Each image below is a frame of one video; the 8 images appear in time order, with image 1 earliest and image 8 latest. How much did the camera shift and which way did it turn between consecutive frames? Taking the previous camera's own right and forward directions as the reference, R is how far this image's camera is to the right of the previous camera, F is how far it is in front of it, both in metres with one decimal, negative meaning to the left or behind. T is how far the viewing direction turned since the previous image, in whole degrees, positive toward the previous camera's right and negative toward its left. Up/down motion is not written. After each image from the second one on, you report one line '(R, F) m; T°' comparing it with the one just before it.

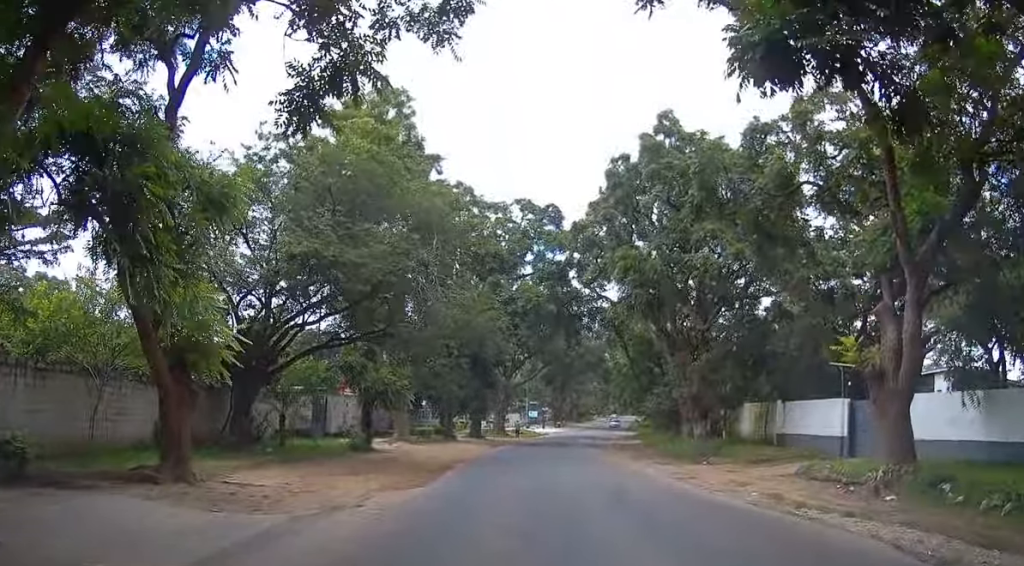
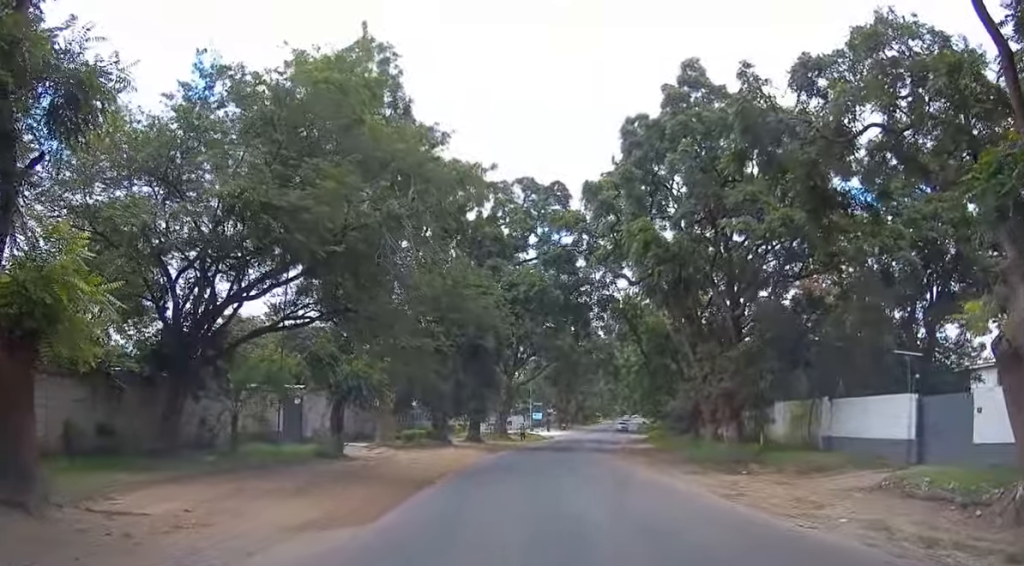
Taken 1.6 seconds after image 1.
(+0.1, +5.2) m; +1°
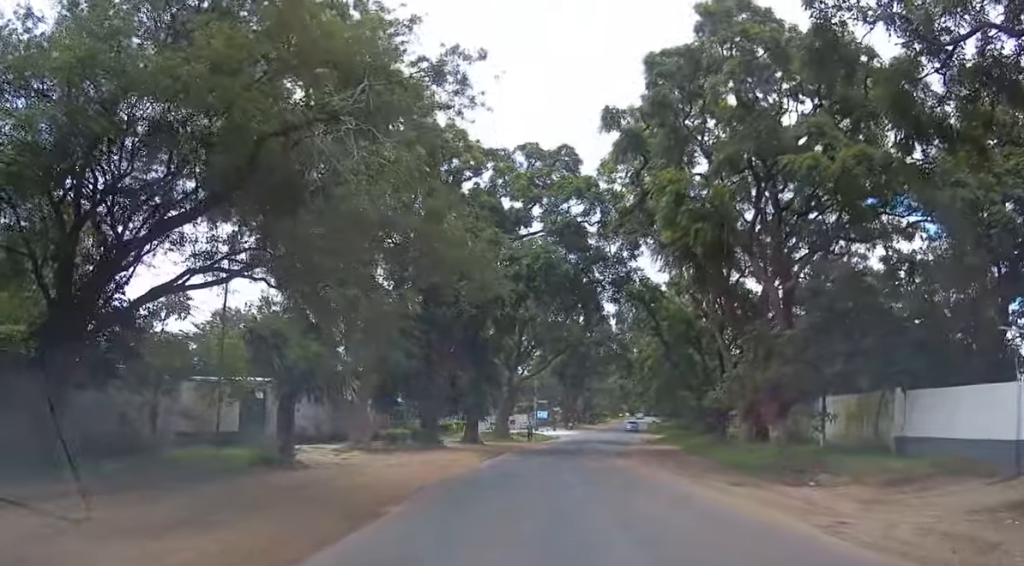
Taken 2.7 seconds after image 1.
(-0.1, +5.7) m; -1°
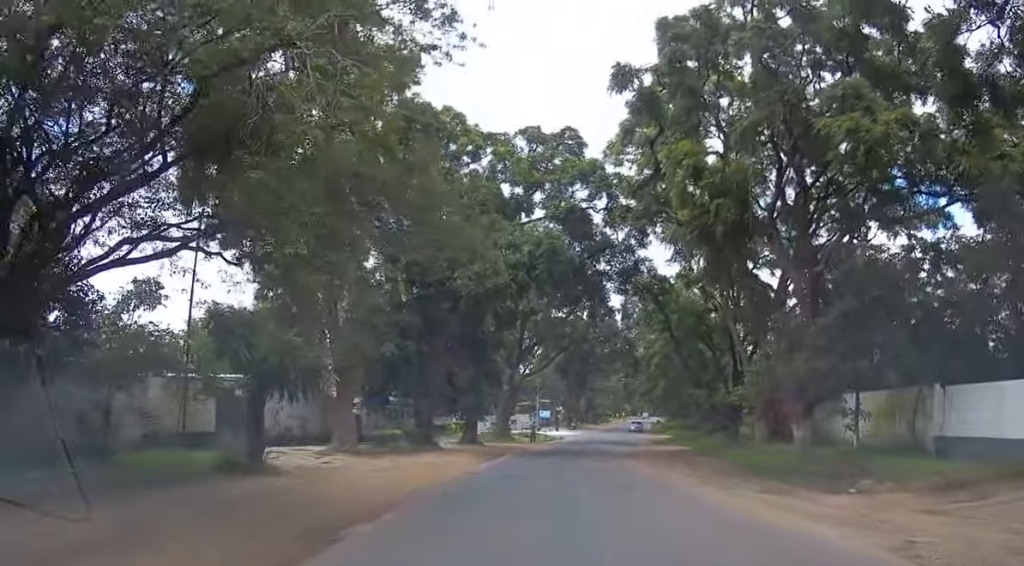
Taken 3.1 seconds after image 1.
(0.0, +2.4) m; -1°
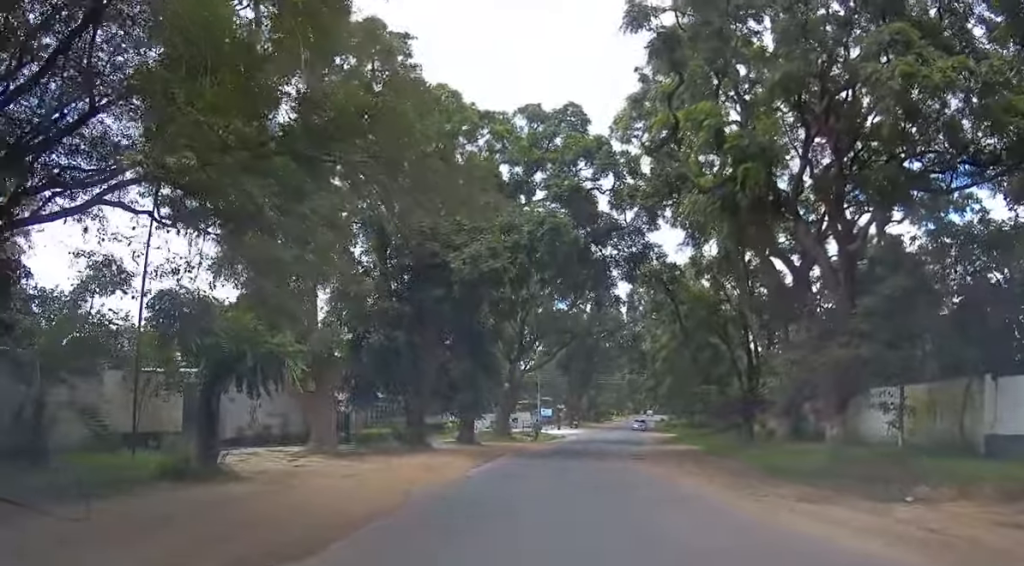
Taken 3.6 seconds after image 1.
(+0.1, +2.5) m; -1°
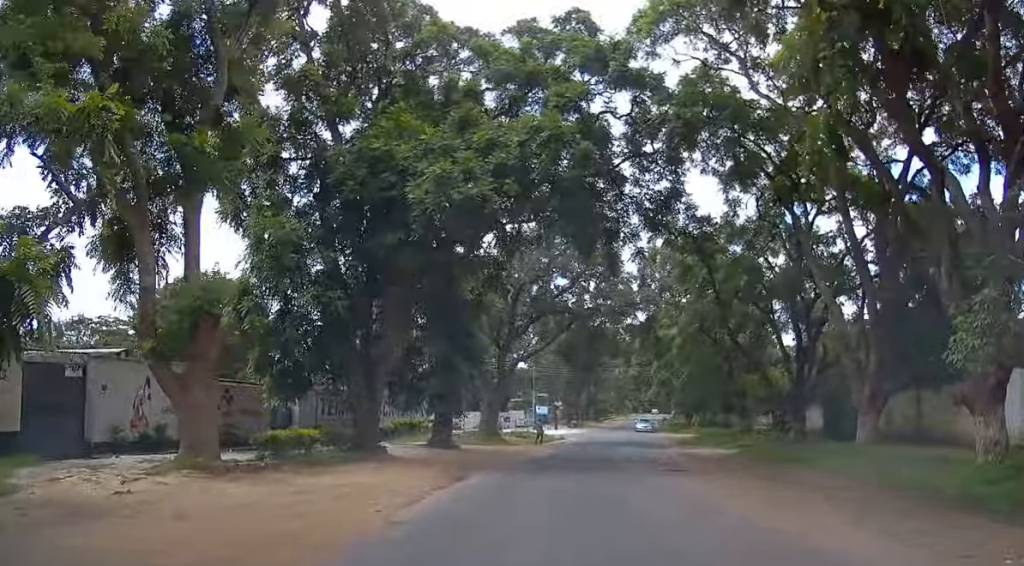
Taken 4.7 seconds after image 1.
(-0.2, +8.4) m; -1°
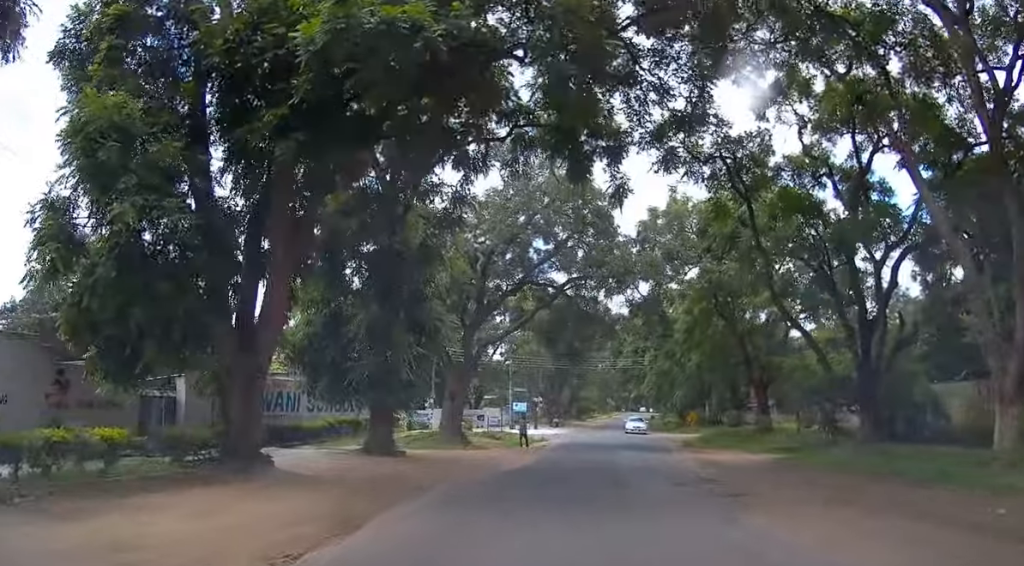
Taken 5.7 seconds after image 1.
(+0.2, +8.6) m; +3°
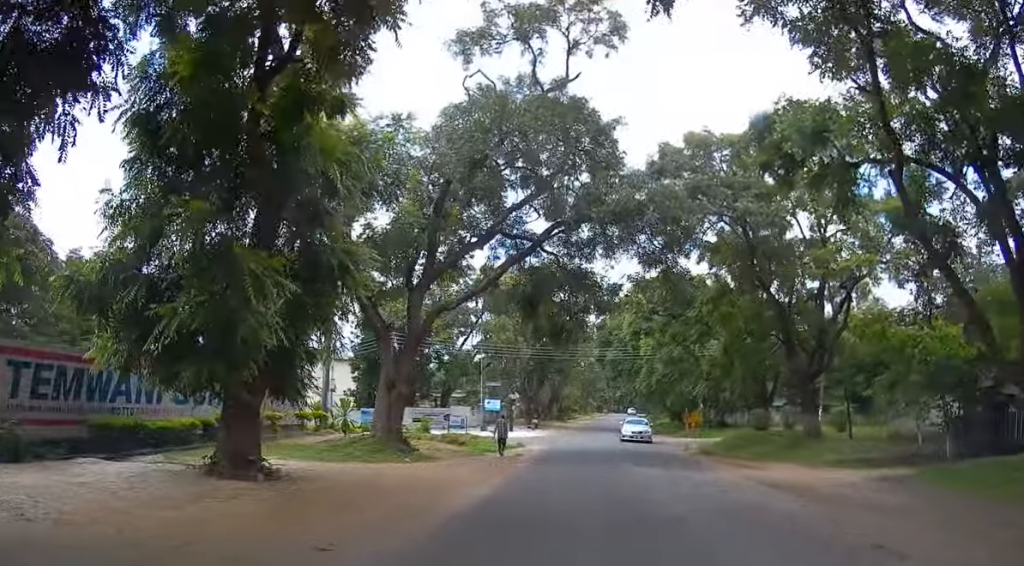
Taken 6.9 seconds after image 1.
(+0.4, +9.9) m; +3°
